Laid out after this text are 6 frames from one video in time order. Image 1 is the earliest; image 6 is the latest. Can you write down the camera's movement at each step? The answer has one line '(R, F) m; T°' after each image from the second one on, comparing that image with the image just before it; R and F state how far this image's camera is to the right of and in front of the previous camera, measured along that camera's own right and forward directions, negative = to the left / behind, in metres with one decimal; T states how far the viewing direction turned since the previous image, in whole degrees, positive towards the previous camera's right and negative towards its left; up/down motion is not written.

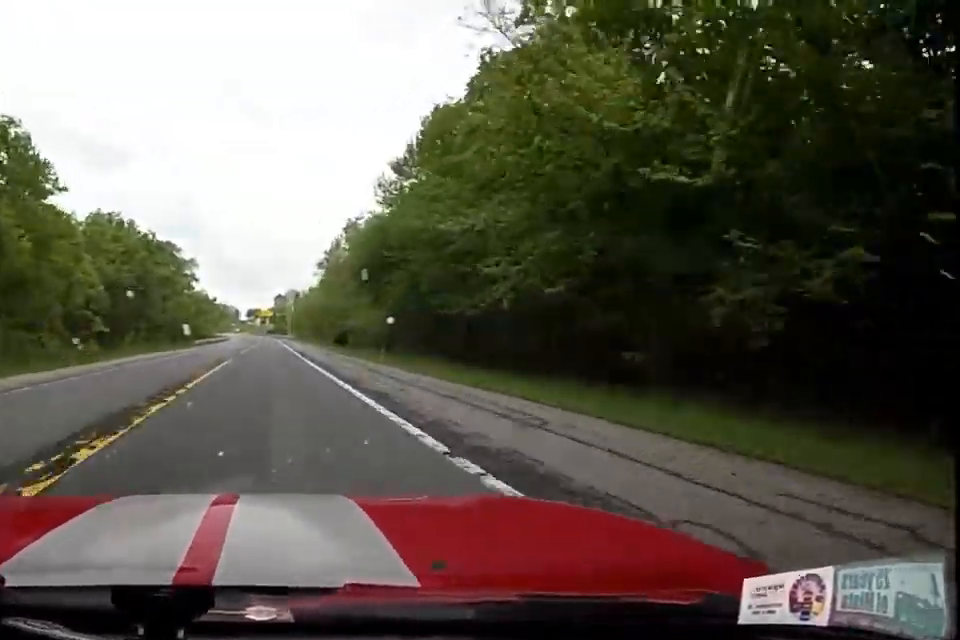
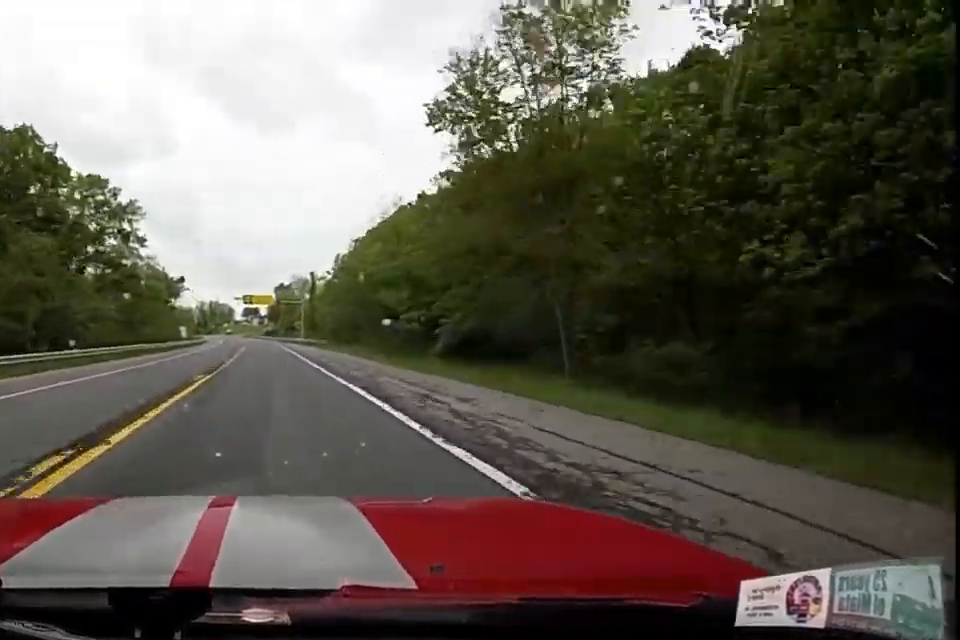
(-1.6, +61.4) m; -3°
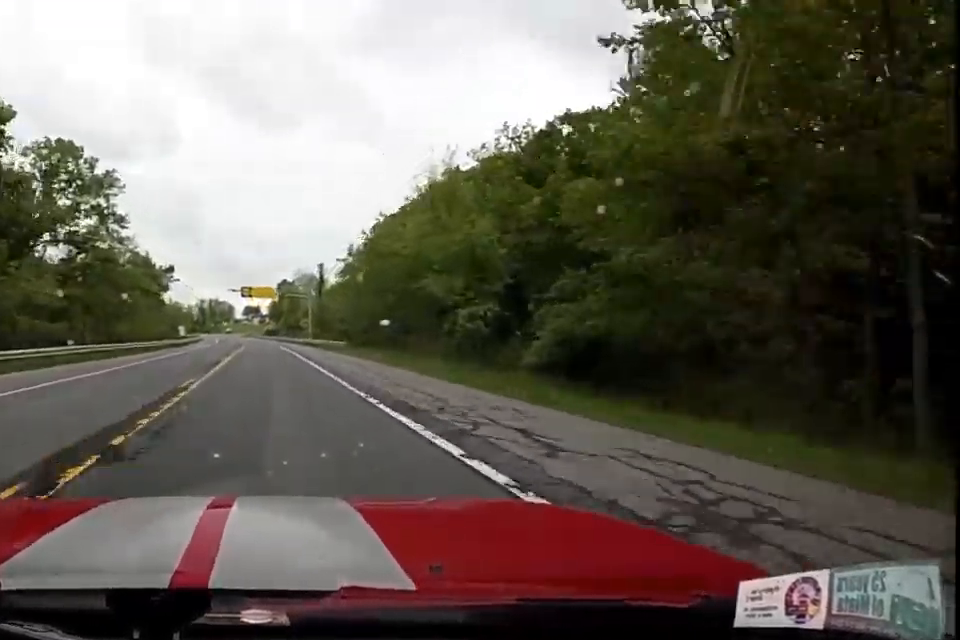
(0.0, +13.8) m; 0°
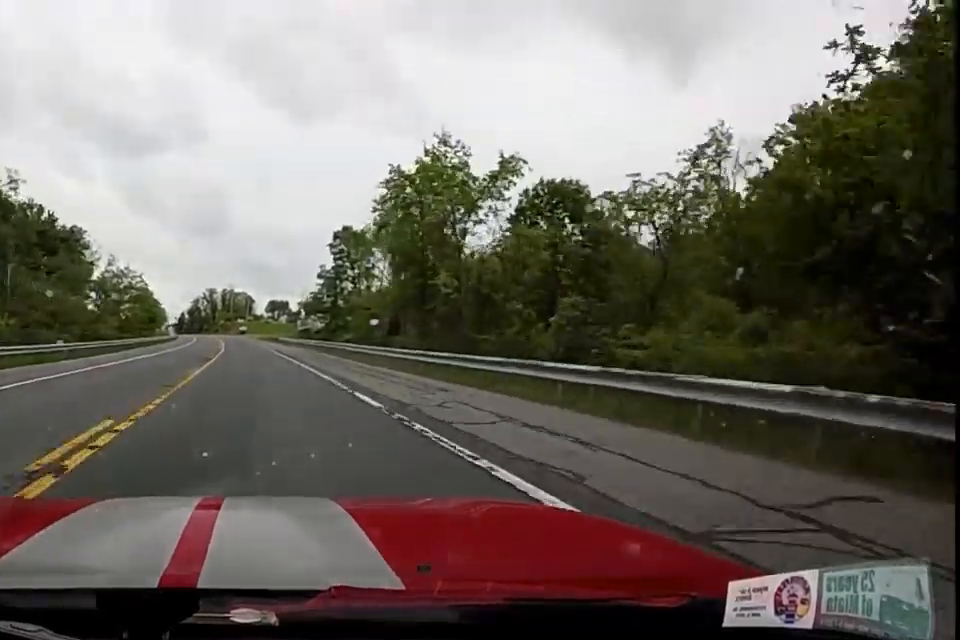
(+0.1, +96.3) m; -2°
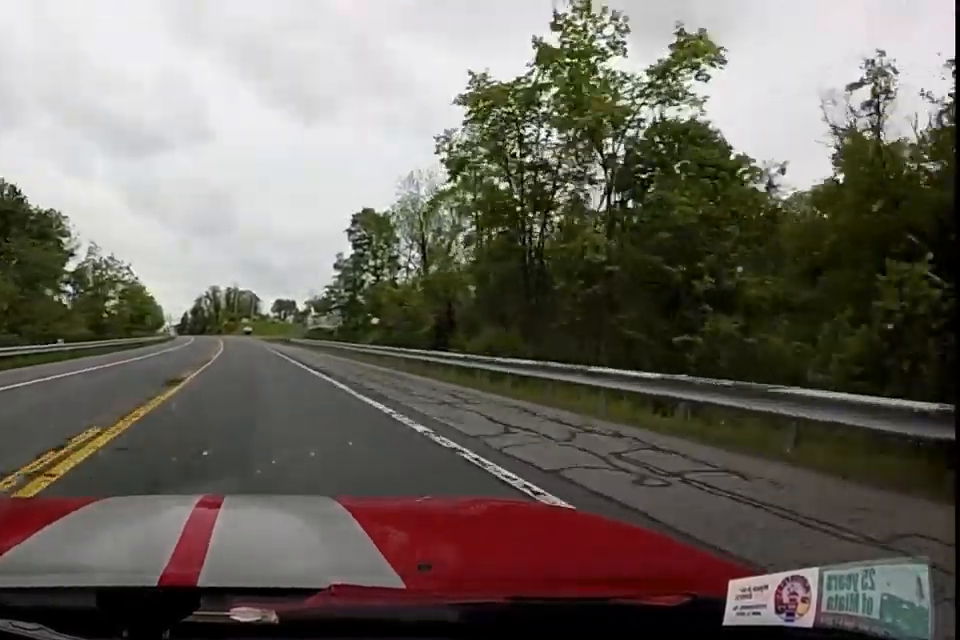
(-0.1, +13.4) m; 0°
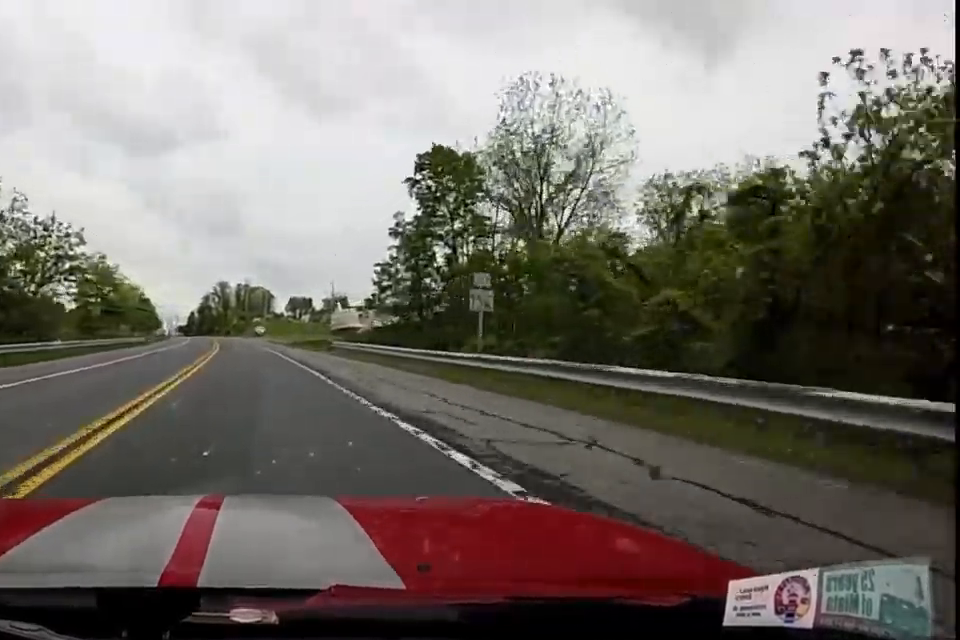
(0.0, +27.8) m; 0°
